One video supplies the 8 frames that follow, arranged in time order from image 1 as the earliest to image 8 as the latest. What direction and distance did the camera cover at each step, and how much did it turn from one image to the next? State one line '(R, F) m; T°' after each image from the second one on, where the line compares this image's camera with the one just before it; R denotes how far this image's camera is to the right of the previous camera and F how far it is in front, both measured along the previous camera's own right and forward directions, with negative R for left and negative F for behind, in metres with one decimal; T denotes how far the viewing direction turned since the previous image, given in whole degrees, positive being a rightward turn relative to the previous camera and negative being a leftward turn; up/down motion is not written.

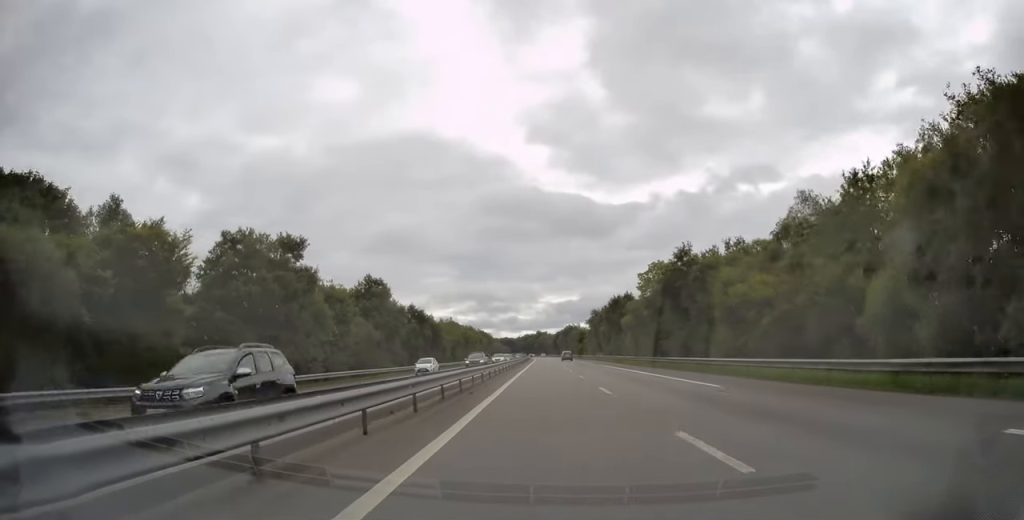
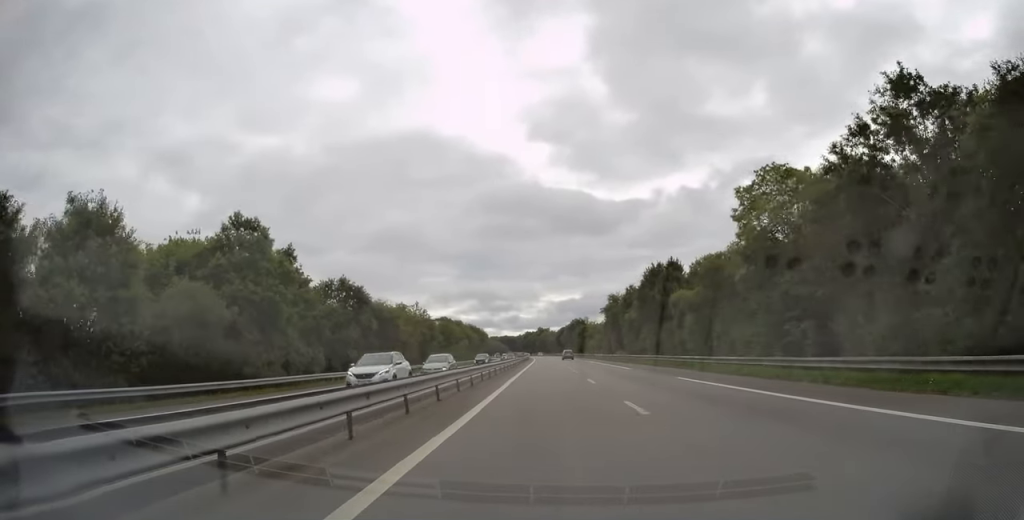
(-0.1, +32.5) m; 0°
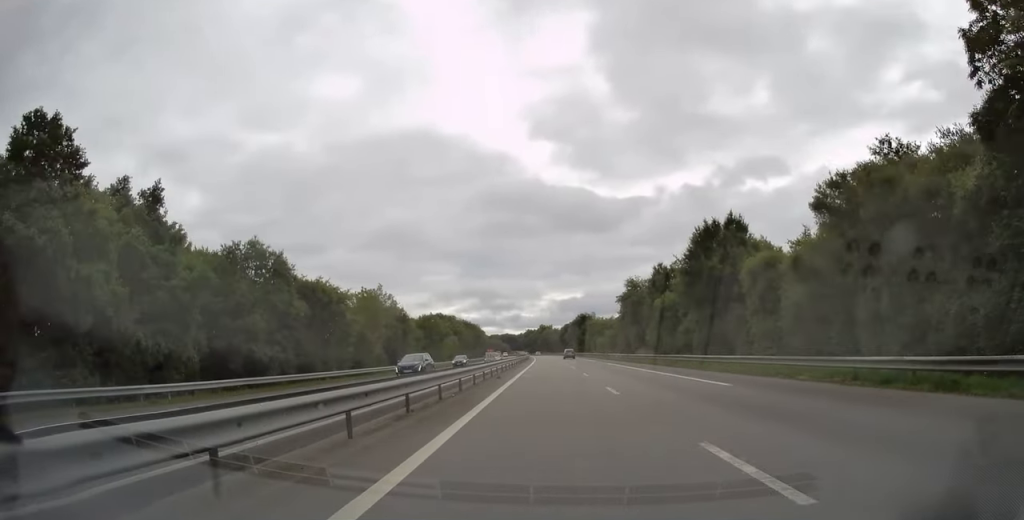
(+0.1, +20.1) m; 0°
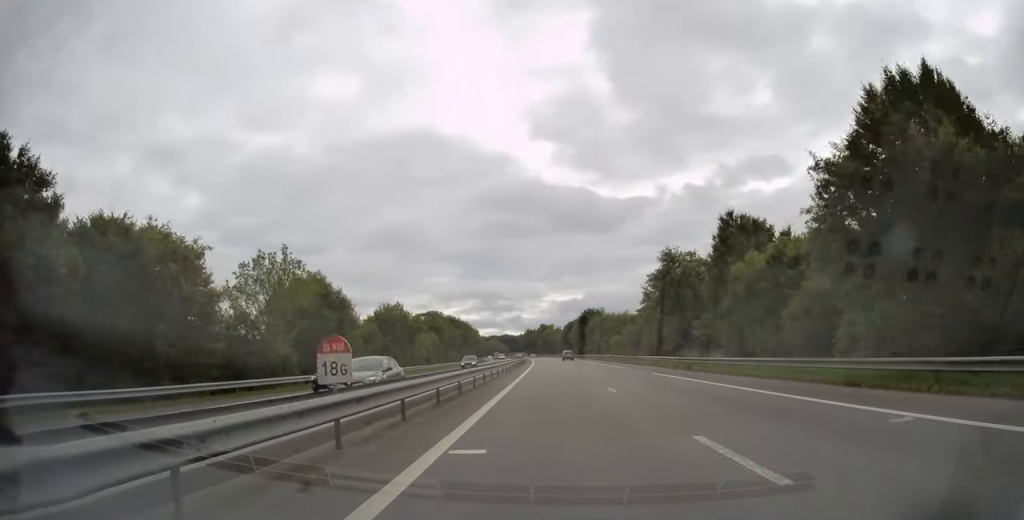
(+0.2, +24.7) m; 0°
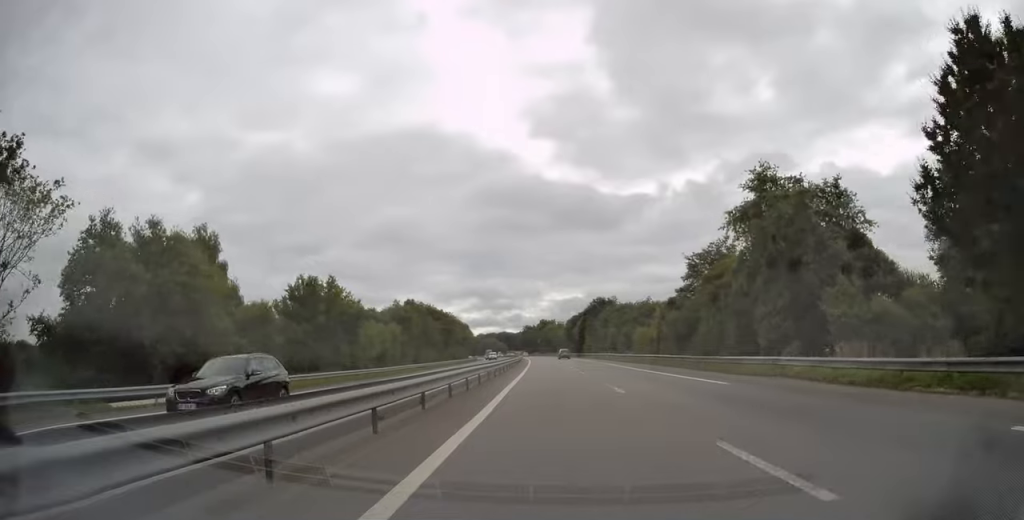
(-0.3, +26.3) m; -1°
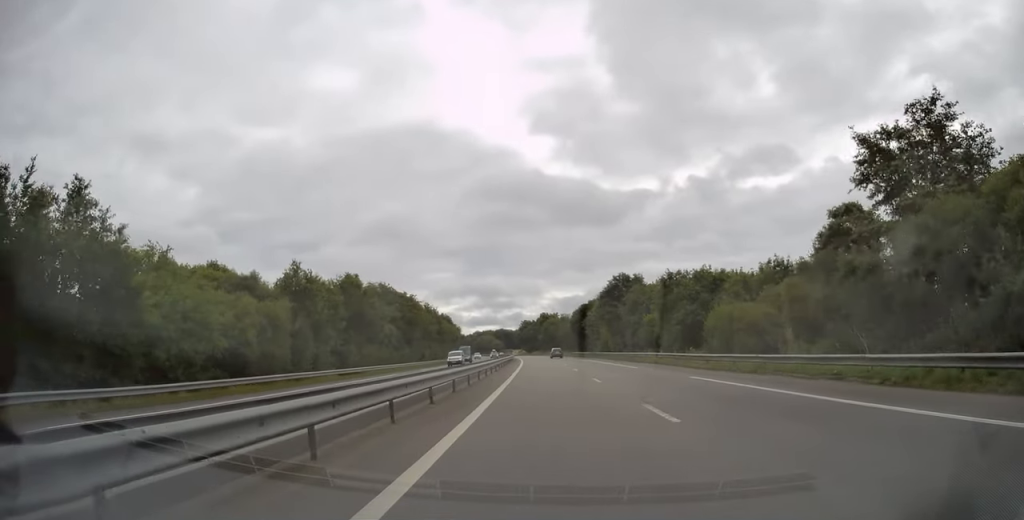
(0.0, +34.6) m; 0°
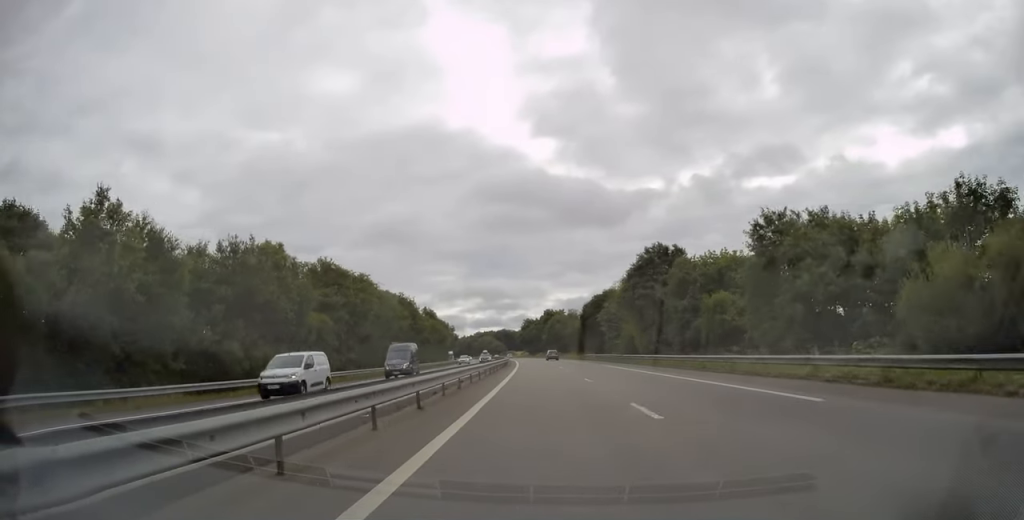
(0.0, +24.8) m; 0°
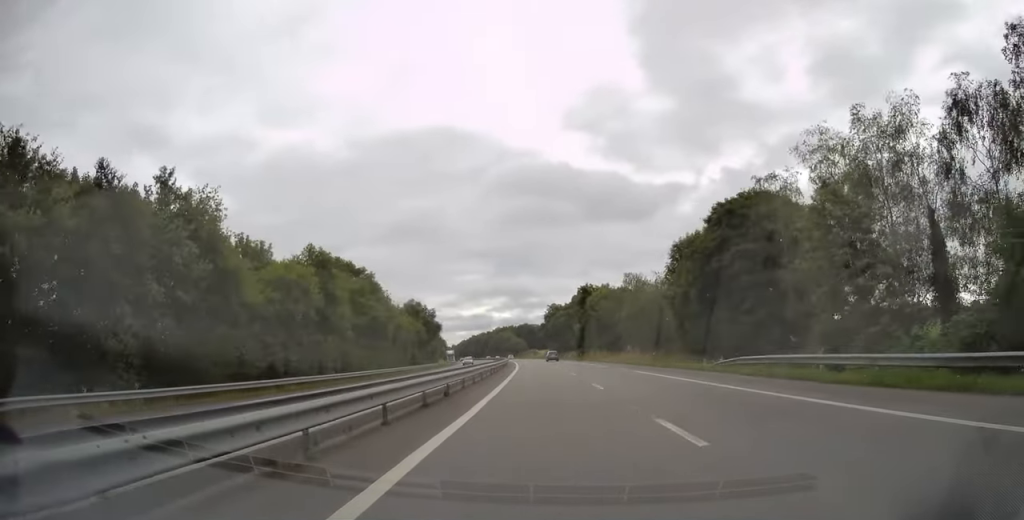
(-1.1, +67.0) m; -3°
